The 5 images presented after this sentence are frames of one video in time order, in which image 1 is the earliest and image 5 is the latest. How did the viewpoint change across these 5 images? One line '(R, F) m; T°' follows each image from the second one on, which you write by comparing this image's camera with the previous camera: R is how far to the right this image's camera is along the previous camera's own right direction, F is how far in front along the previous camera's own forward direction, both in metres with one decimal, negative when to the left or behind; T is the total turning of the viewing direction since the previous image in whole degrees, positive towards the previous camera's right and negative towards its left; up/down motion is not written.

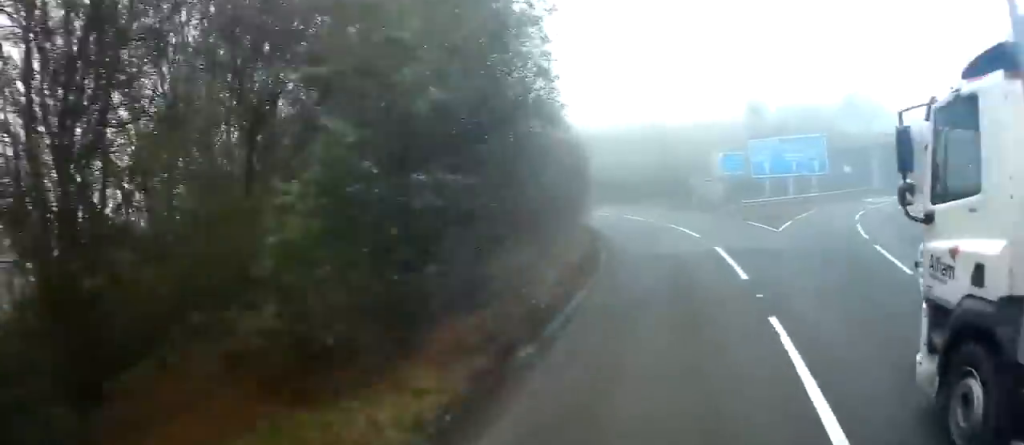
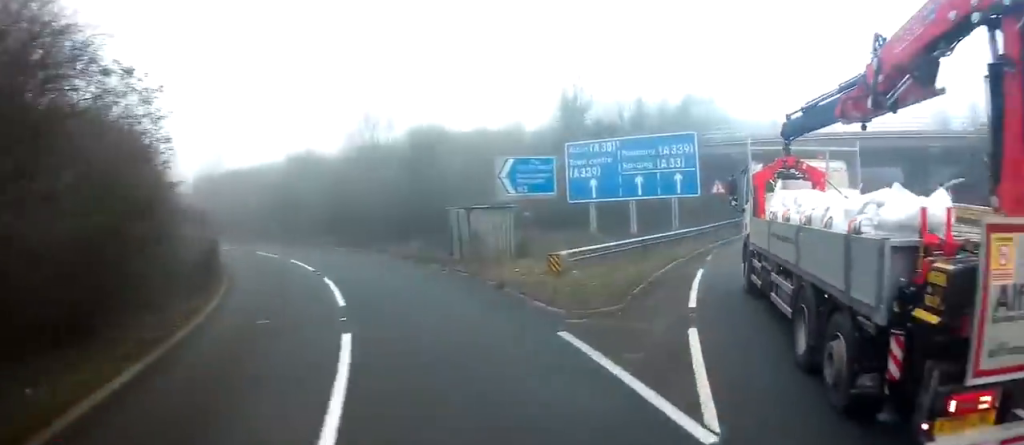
(+4.8, +17.7) m; +33°
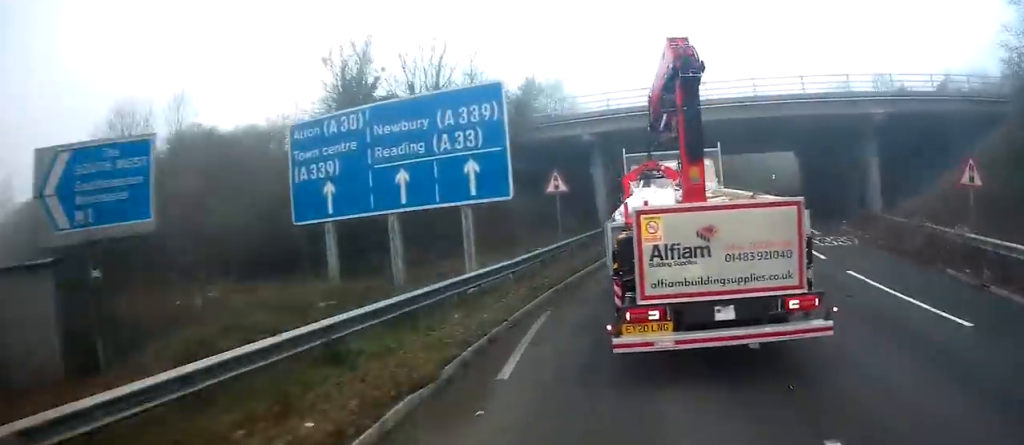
(+1.9, +10.7) m; +14°
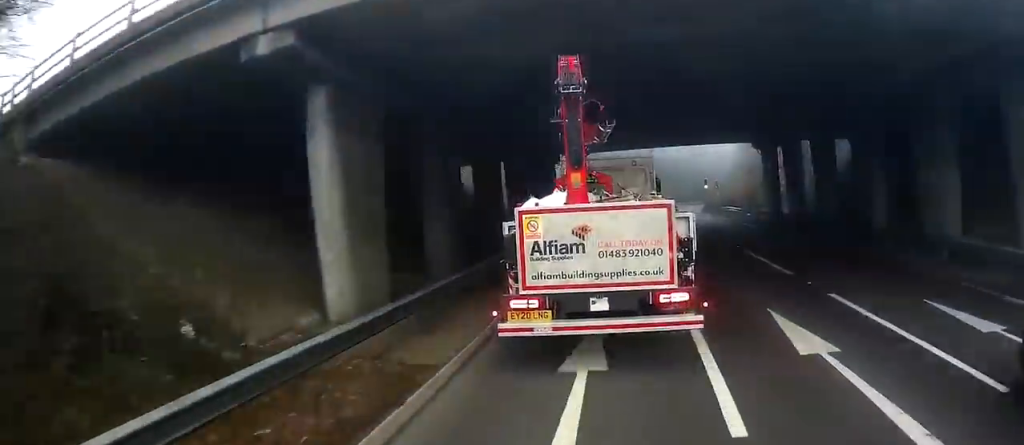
(+2.5, +19.3) m; +12°
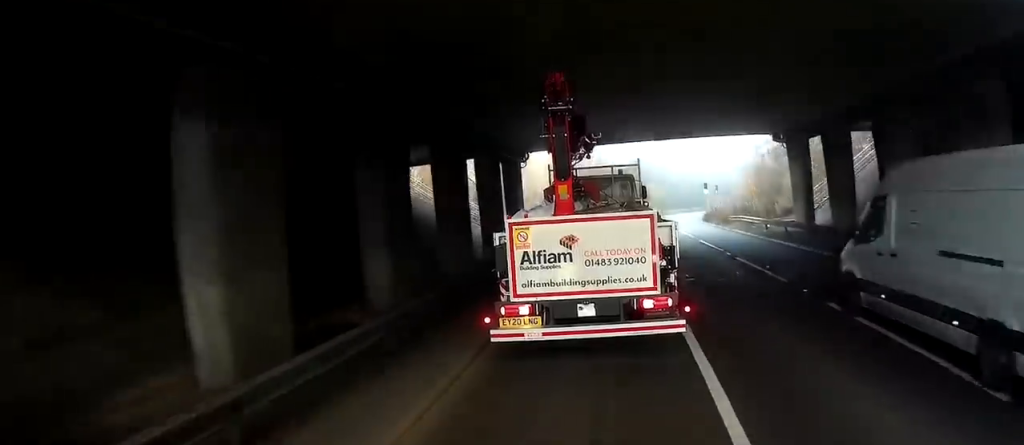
(+0.6, +9.3) m; +3°
